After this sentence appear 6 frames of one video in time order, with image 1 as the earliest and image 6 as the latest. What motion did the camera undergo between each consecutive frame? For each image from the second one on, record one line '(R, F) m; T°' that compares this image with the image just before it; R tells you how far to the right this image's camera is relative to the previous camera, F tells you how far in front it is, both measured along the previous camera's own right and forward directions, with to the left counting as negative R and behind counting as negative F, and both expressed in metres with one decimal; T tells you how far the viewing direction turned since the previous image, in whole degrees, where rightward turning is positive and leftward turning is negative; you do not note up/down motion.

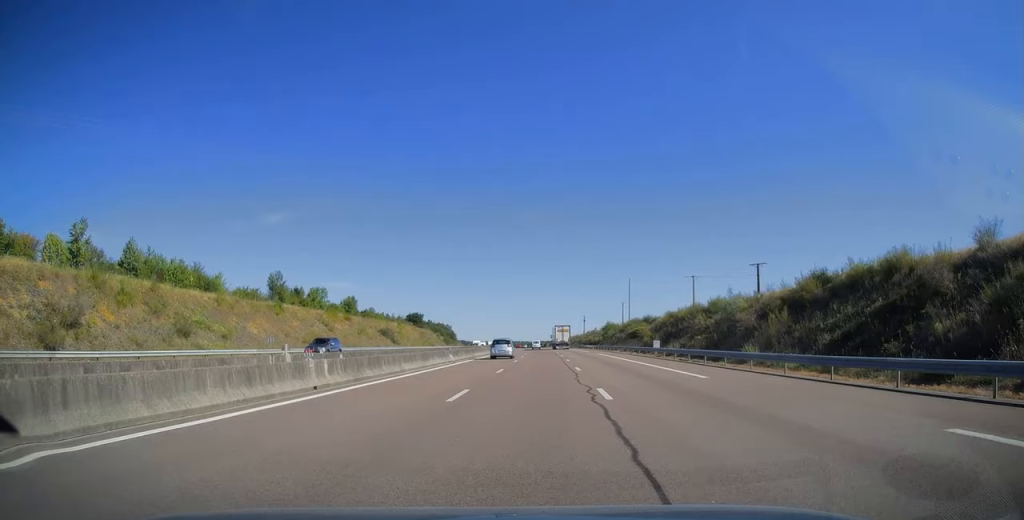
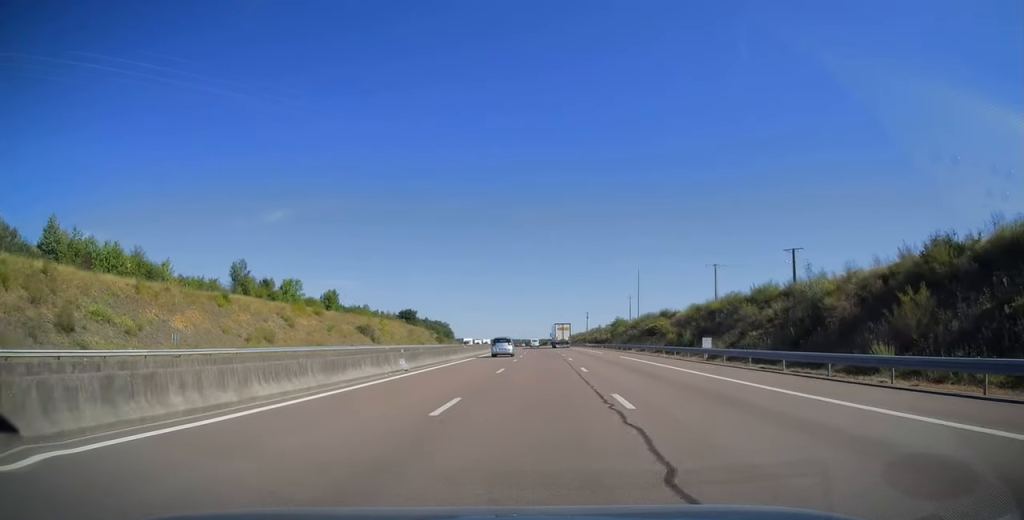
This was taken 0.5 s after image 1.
(0.0, +15.5) m; 0°
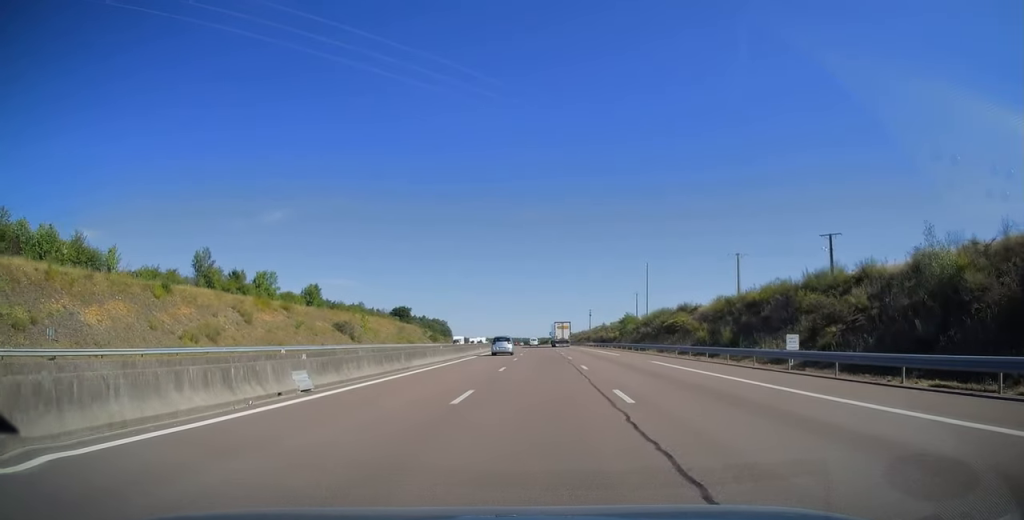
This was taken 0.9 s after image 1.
(0.0, +12.4) m; 0°
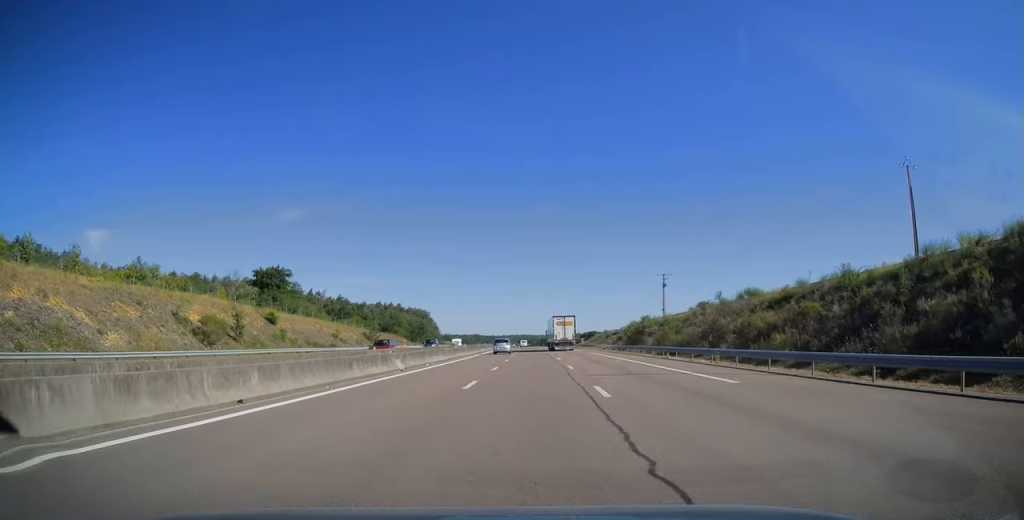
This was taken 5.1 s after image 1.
(-1.1, +131.2) m; -1°
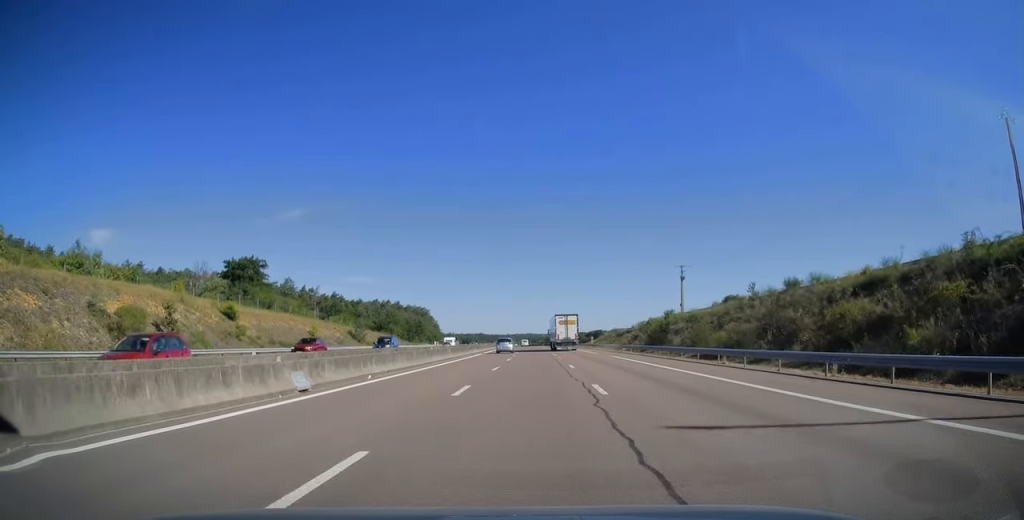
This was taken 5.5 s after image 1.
(0.0, +13.0) m; 0°
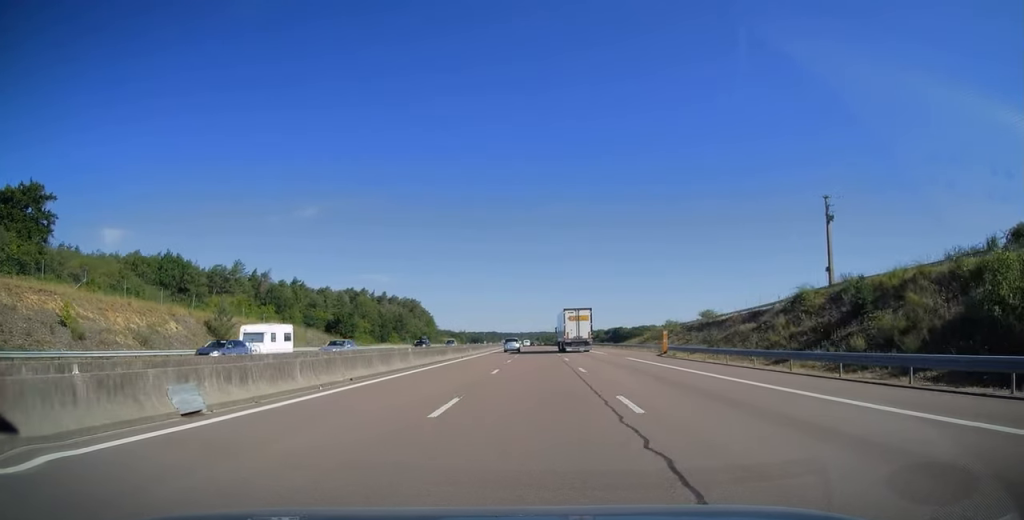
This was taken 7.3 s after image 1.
(-0.7, +56.3) m; -1°
